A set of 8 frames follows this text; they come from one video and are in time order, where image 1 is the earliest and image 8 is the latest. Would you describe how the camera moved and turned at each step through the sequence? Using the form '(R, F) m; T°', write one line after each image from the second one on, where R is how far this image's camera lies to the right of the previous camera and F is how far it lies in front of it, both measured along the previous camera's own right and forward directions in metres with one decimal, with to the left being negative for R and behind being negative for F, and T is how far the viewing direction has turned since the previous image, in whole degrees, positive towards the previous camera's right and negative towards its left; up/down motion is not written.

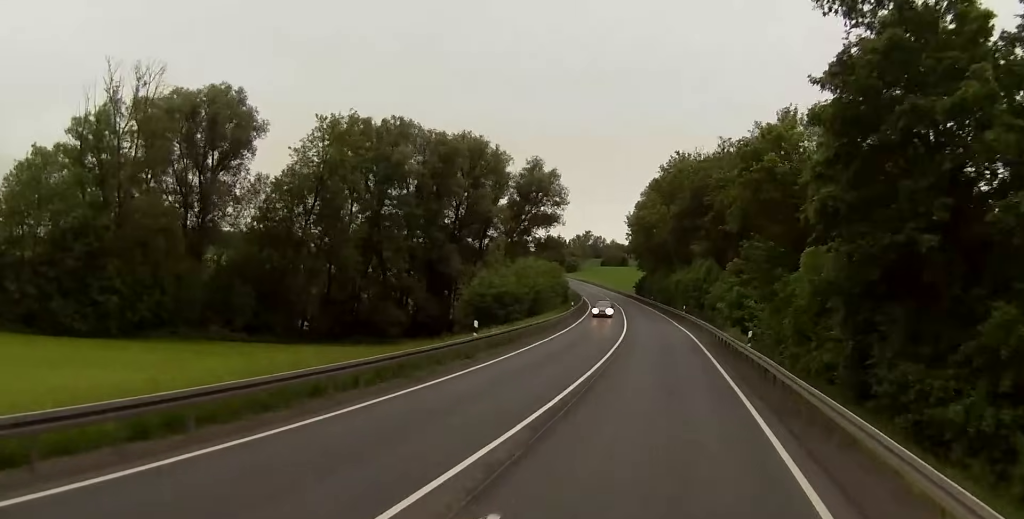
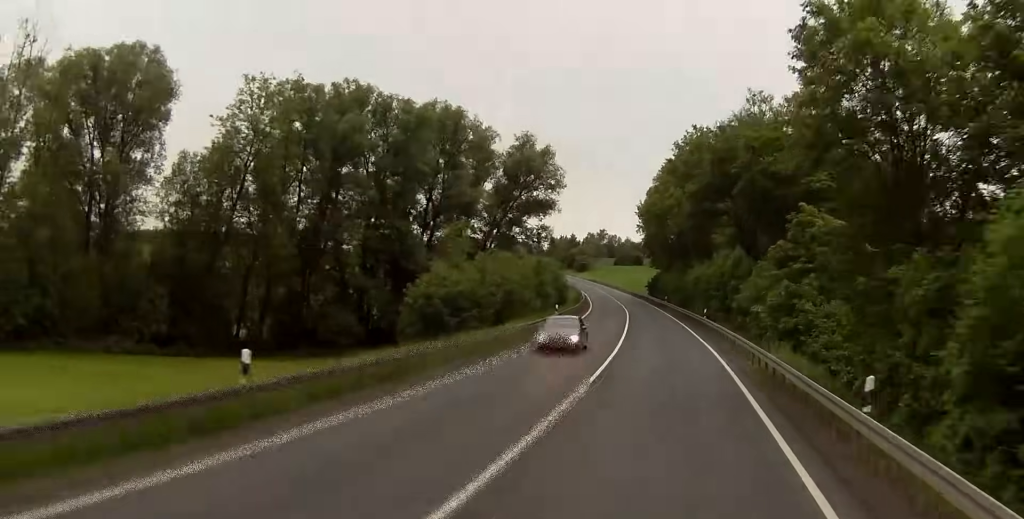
(-0.2, +18.1) m; -1°
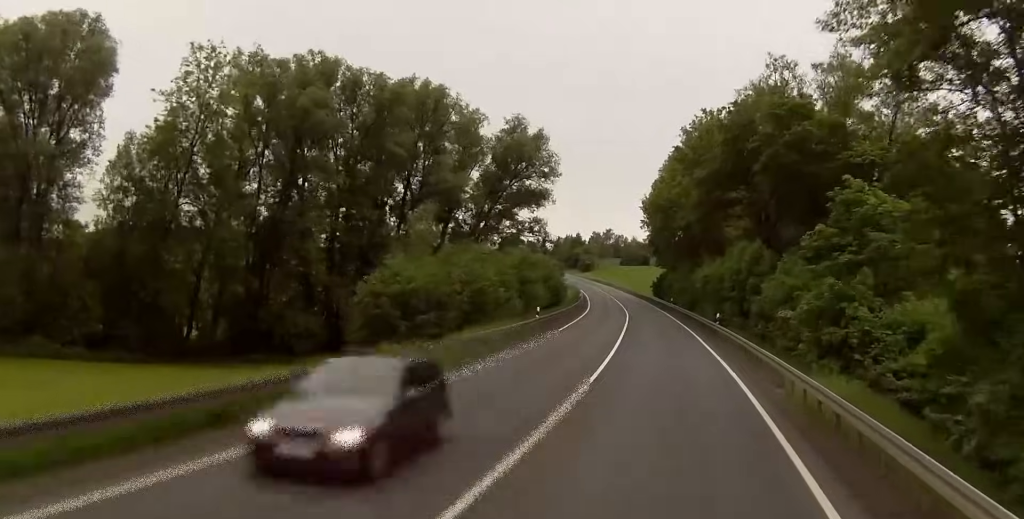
(-0.1, +10.8) m; -1°
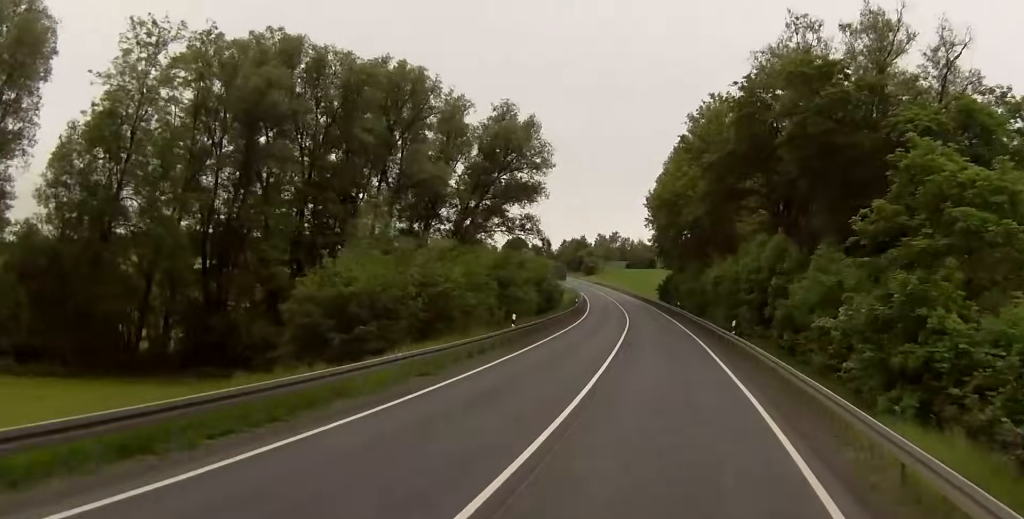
(0.0, +10.0) m; -1°
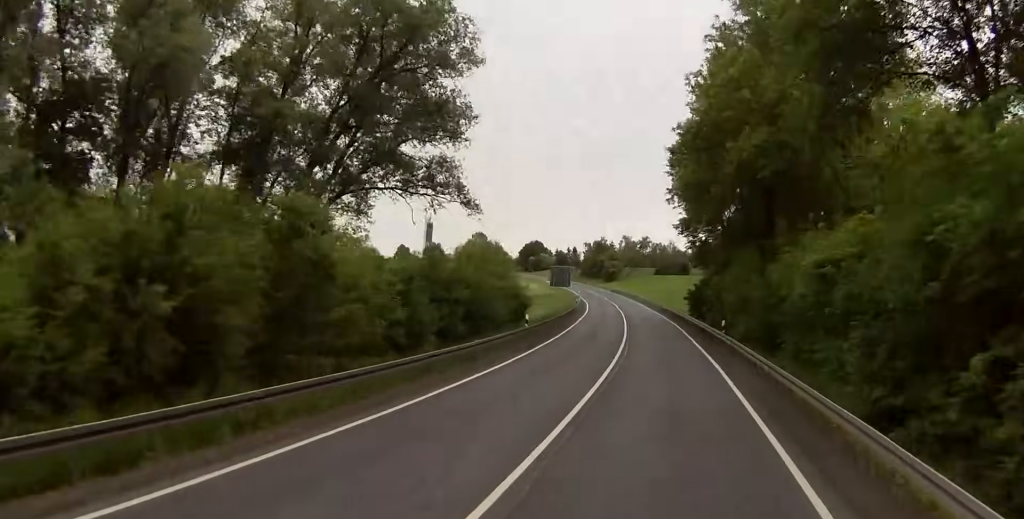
(-0.8, +44.4) m; -2°
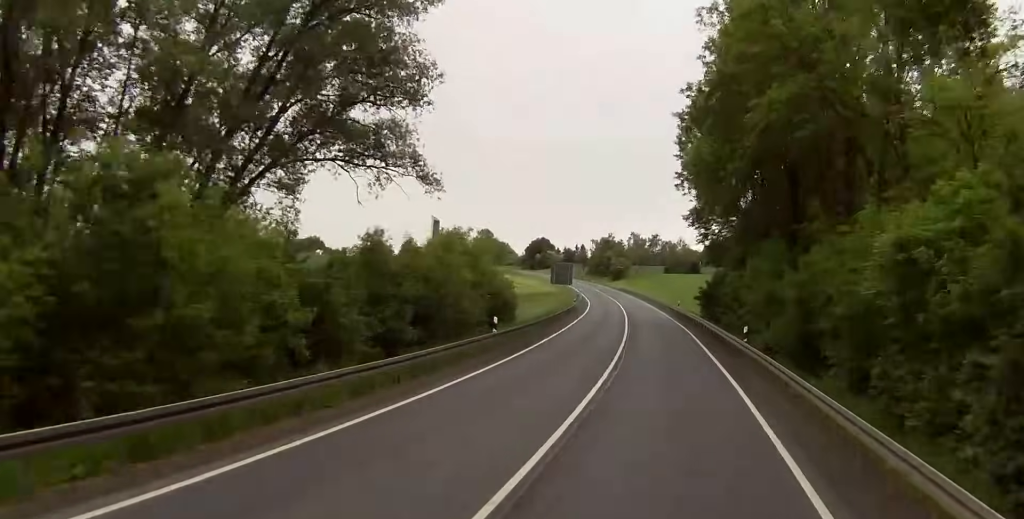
(0.0, +10.1) m; -1°
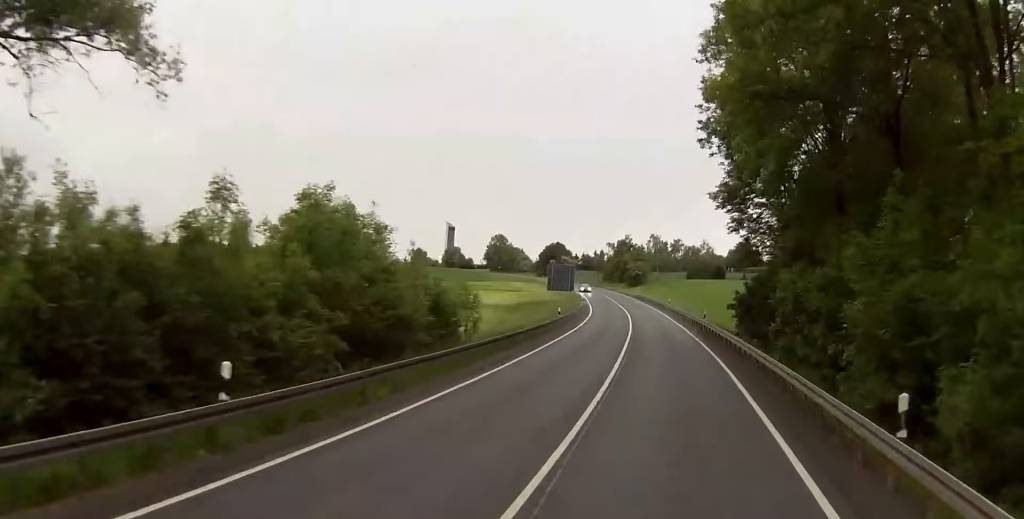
(-0.4, +22.6) m; -2°
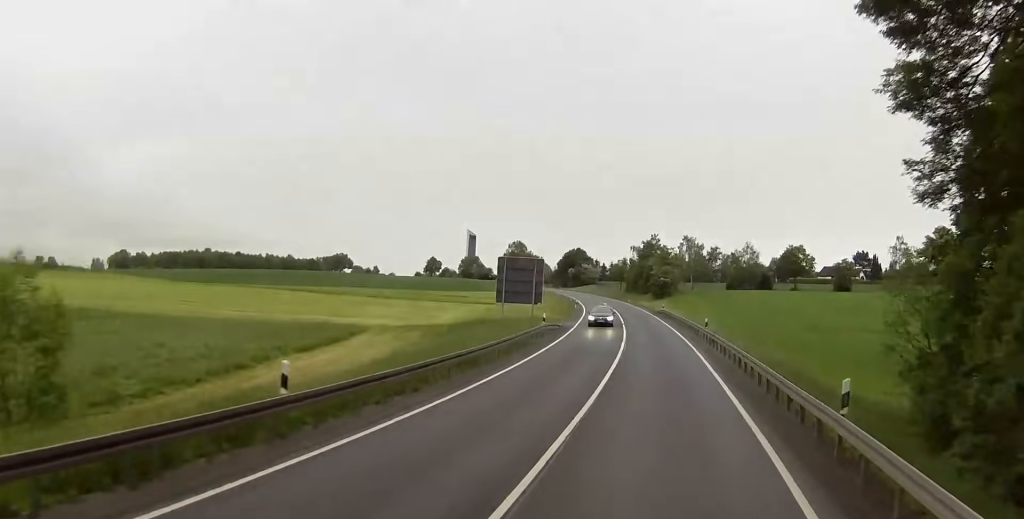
(-0.5, +41.5) m; -1°
